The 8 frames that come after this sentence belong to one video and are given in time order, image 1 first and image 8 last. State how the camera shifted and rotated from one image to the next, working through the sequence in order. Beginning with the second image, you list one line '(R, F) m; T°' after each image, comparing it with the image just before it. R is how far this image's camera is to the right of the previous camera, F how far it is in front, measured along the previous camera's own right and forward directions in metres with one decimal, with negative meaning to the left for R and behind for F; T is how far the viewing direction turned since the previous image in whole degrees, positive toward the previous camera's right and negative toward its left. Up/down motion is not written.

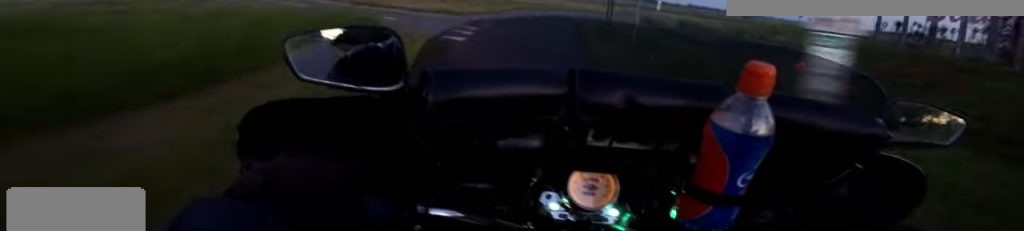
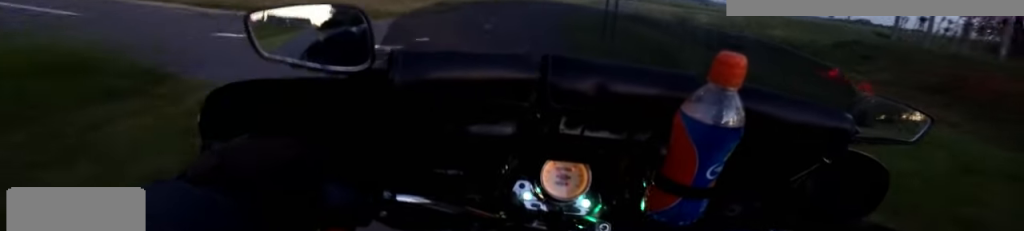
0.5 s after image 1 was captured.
(+0.3, +3.4) m; +5°
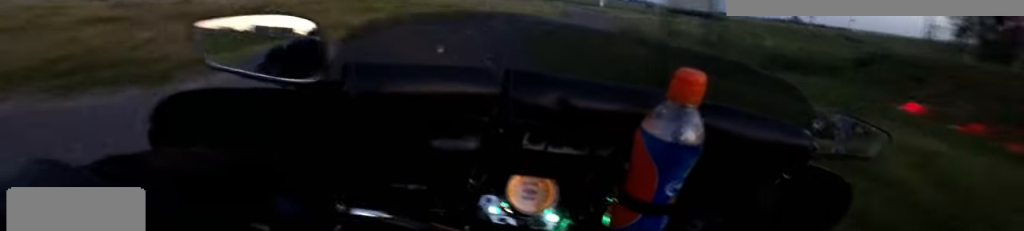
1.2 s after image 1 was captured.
(+0.4, +4.1) m; +6°
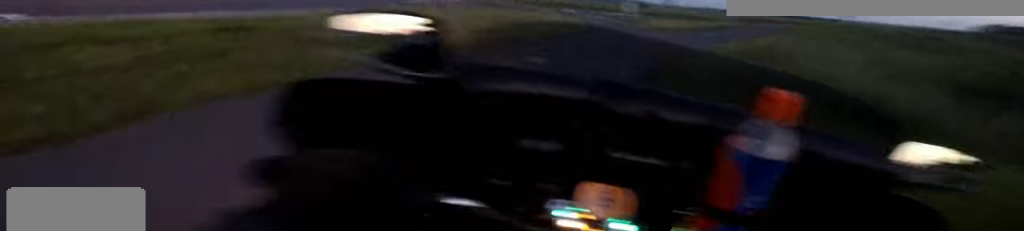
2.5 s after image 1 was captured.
(+0.2, +6.4) m; +4°
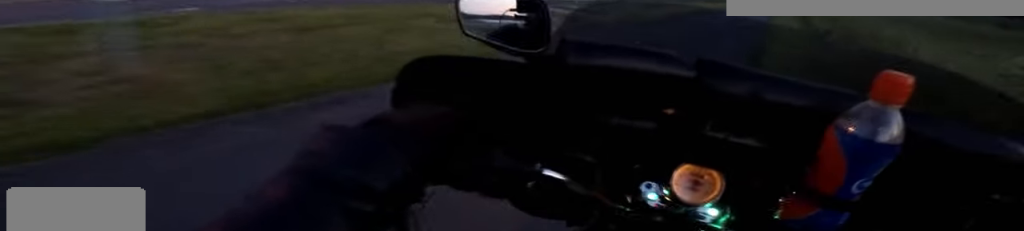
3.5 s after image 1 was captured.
(+0.2, +4.0) m; -8°
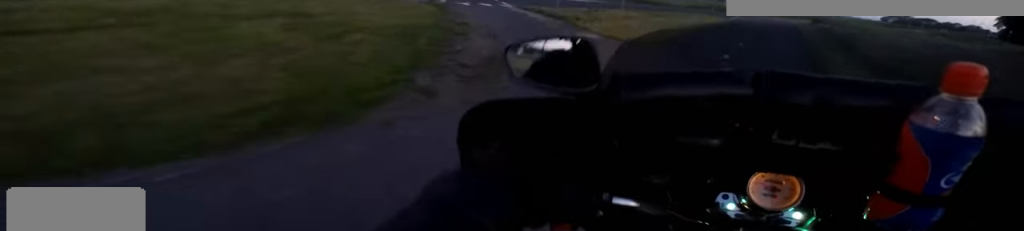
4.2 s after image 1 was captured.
(-0.4, +2.5) m; -12°
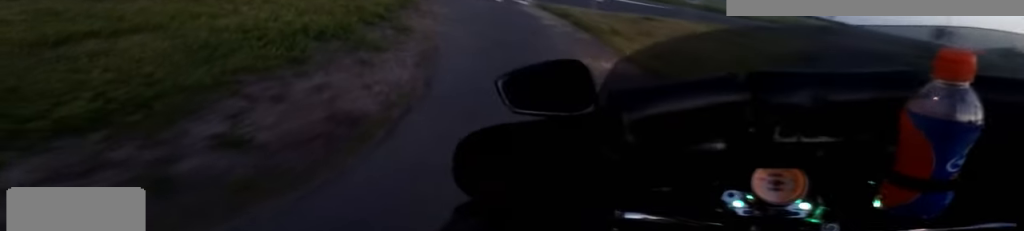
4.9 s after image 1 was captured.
(-0.2, +2.4) m; -13°
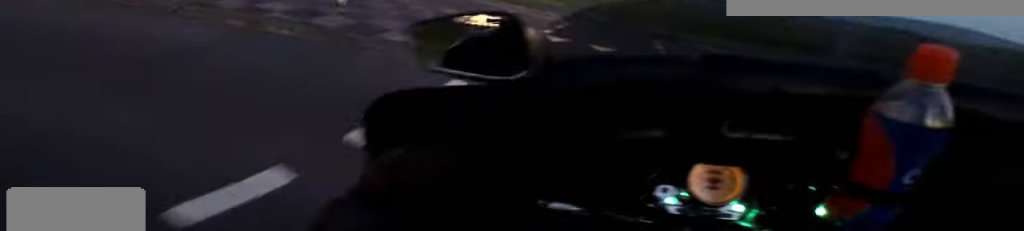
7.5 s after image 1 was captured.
(-3.4, +8.4) m; -31°
